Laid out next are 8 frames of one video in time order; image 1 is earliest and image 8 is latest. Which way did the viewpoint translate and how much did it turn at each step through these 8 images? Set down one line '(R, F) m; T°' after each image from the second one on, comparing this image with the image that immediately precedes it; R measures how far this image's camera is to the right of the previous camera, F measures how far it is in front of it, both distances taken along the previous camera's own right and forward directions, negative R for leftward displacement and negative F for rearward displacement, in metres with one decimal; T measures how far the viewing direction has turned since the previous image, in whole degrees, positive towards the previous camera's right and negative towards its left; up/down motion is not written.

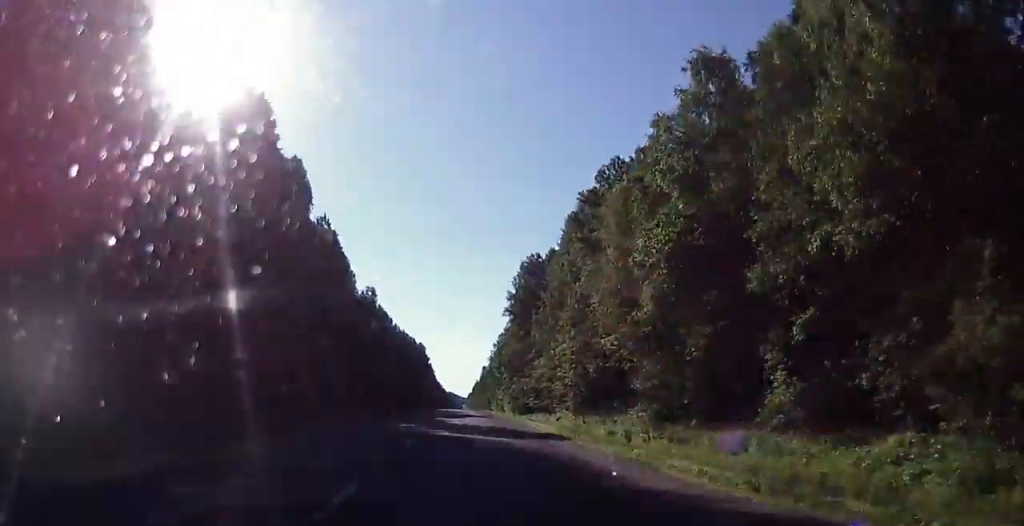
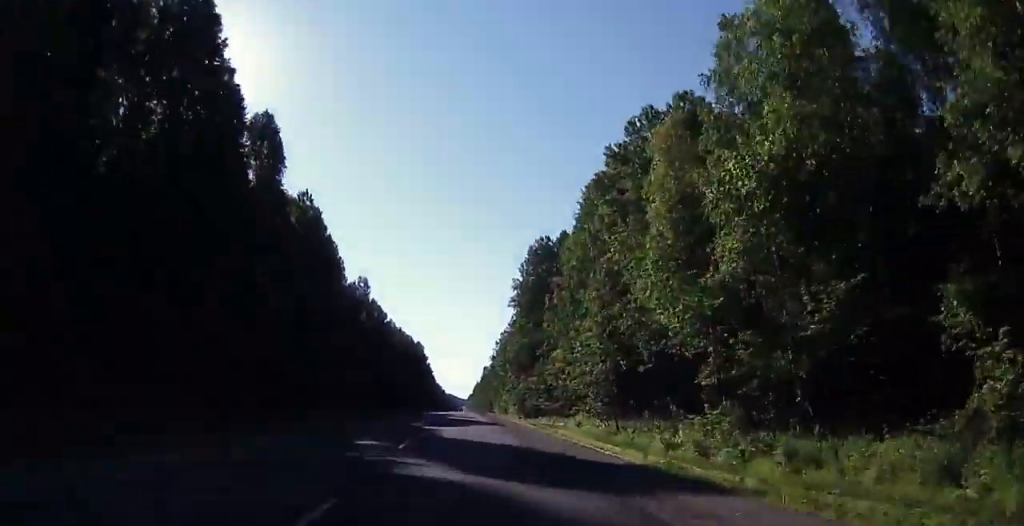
(+0.1, +13.5) m; 0°
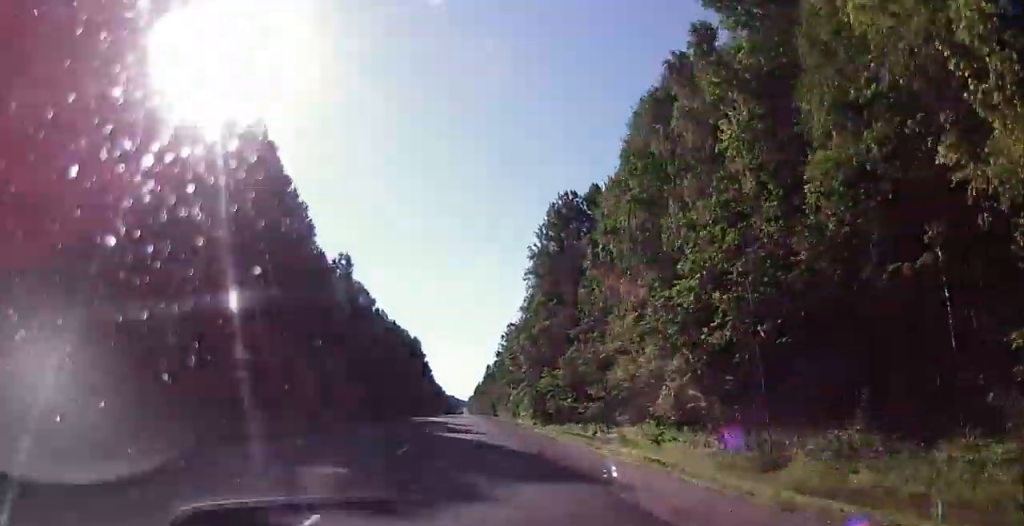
(0.0, +24.8) m; 0°
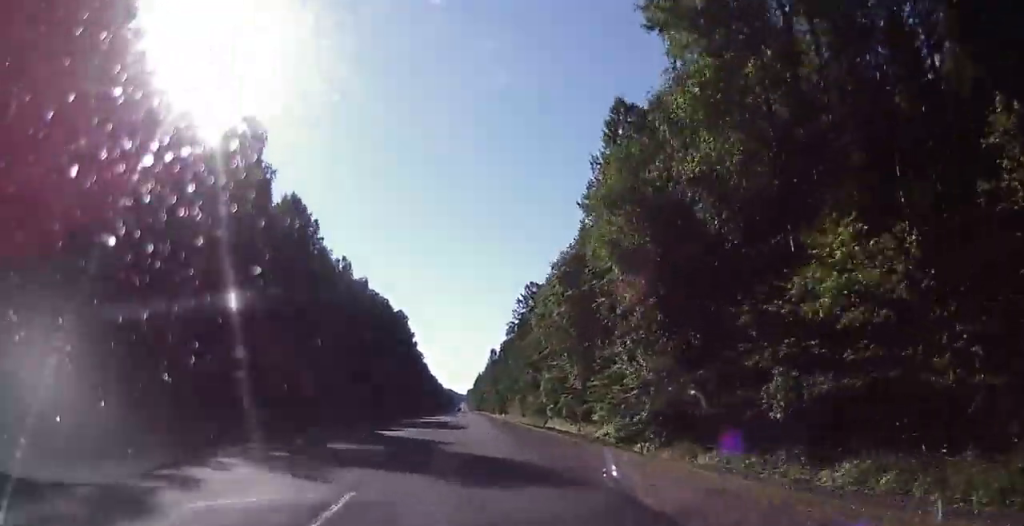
(0.0, +57.9) m; 0°
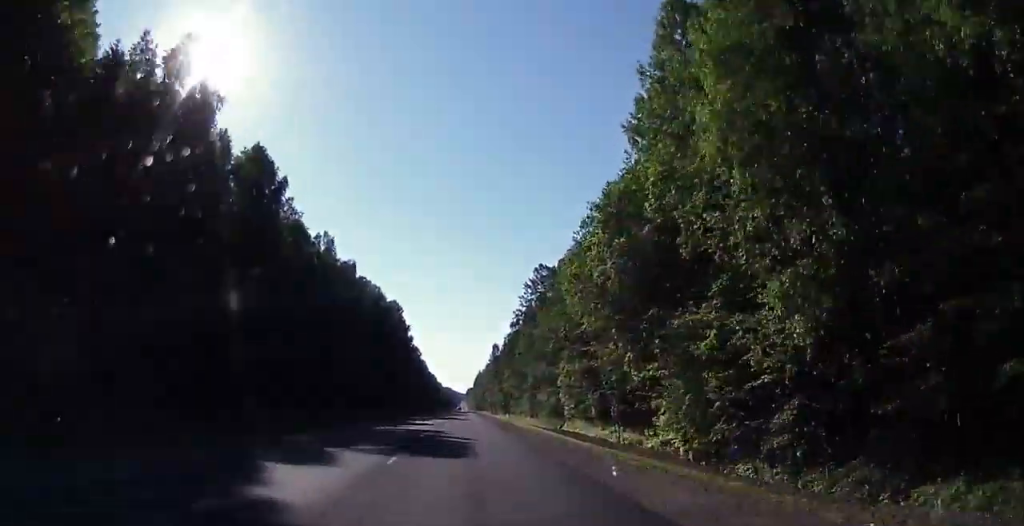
(0.0, +16.6) m; 0°
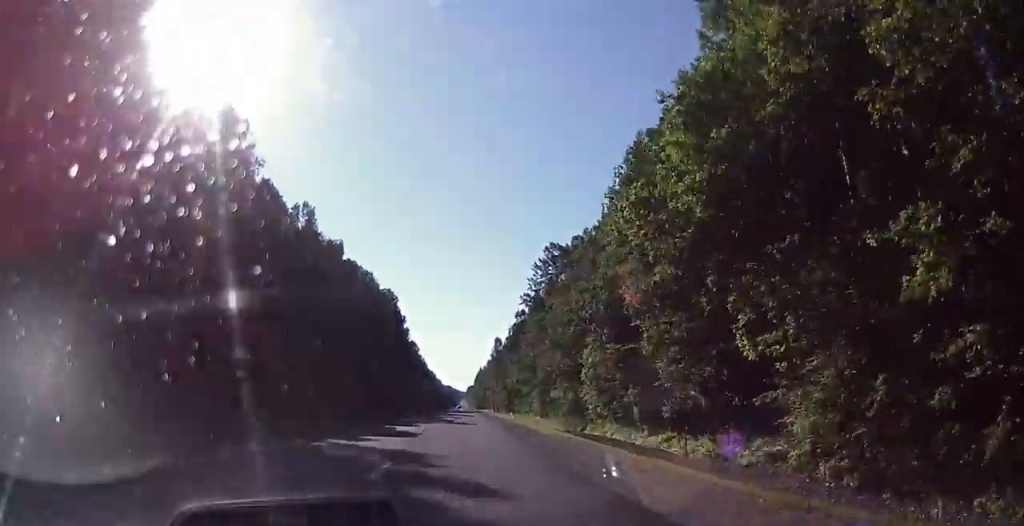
(0.0, +14.5) m; 0°
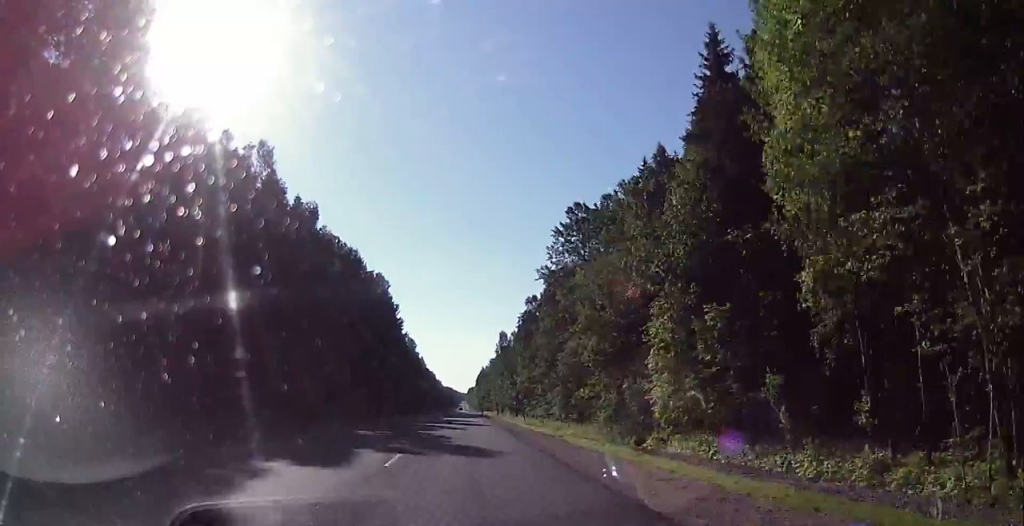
(-0.1, +21.8) m; 0°
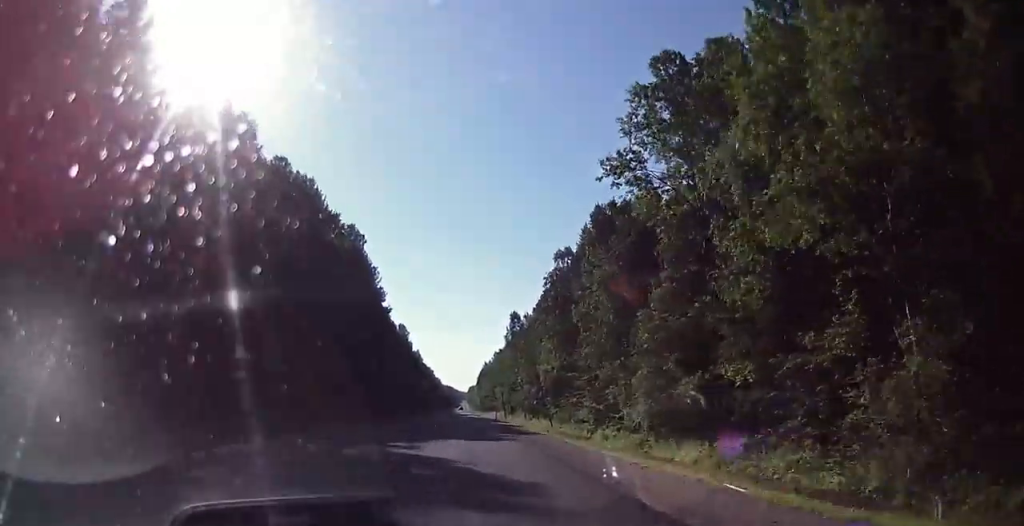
(-0.2, +38.7) m; +4°
